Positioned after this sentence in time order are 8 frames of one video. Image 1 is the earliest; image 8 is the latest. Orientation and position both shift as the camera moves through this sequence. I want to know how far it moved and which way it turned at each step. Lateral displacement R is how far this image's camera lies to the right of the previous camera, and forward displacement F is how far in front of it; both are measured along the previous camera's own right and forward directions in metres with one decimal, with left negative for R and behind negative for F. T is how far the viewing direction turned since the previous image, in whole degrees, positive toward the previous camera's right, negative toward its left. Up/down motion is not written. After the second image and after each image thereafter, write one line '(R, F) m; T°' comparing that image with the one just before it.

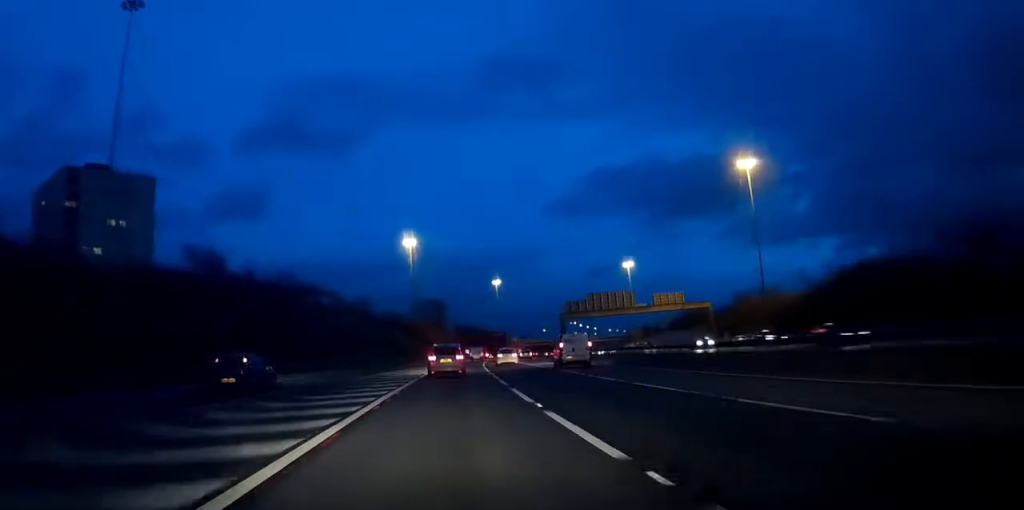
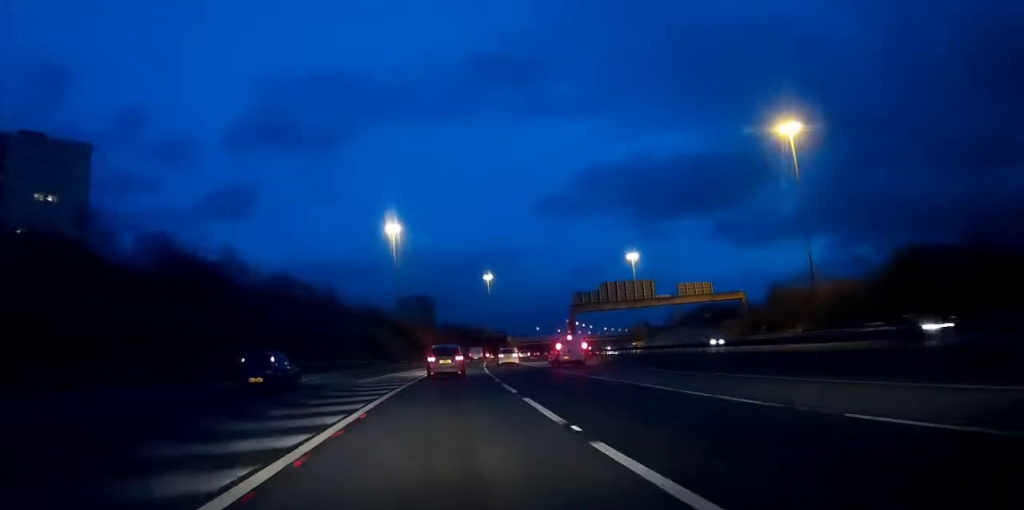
(+0.2, +23.1) m; +1°
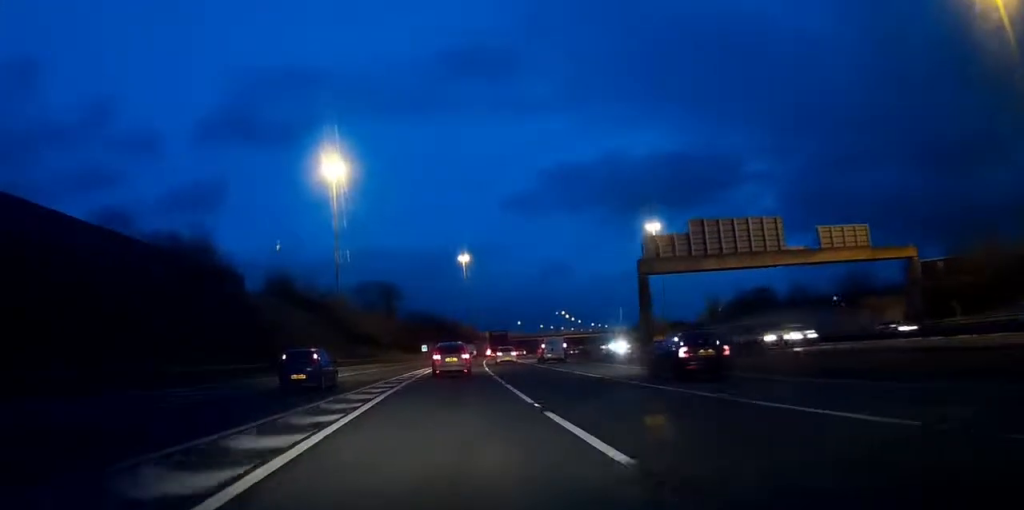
(+1.9, +58.0) m; +4°
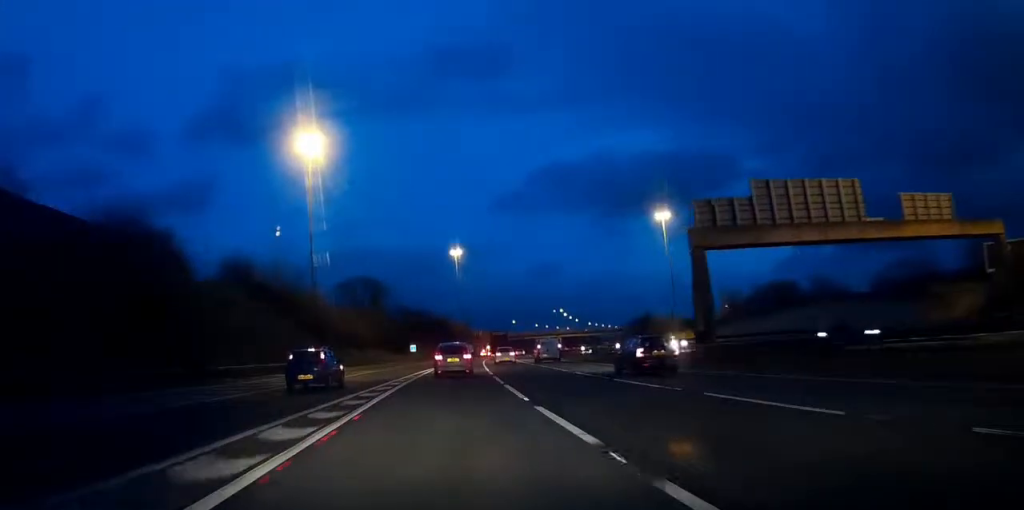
(+0.2, +16.5) m; +1°
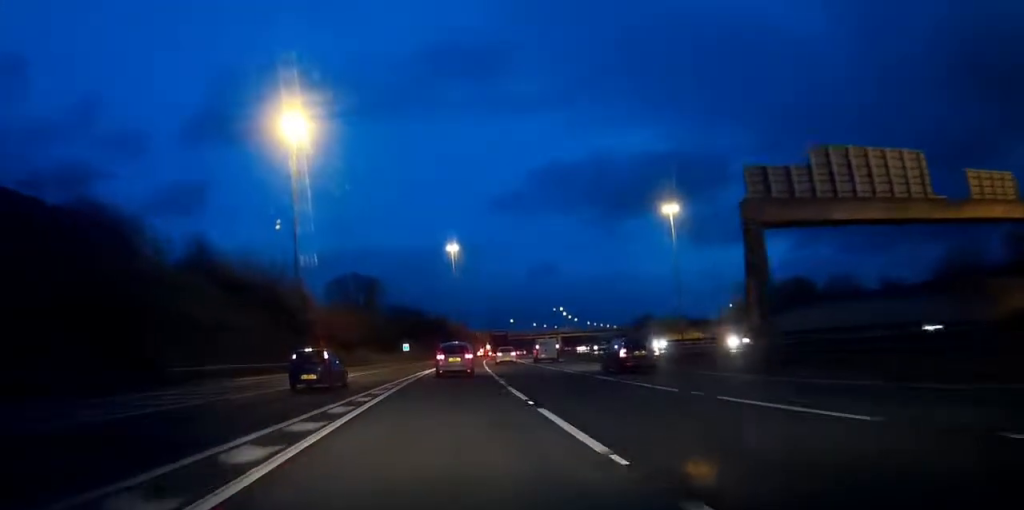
(0.0, +9.5) m; 0°
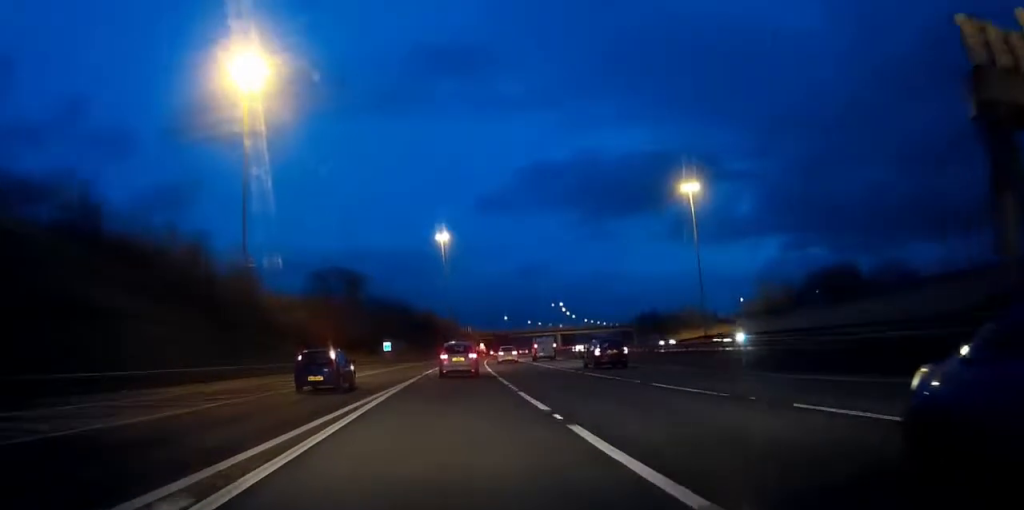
(0.0, +20.6) m; +1°
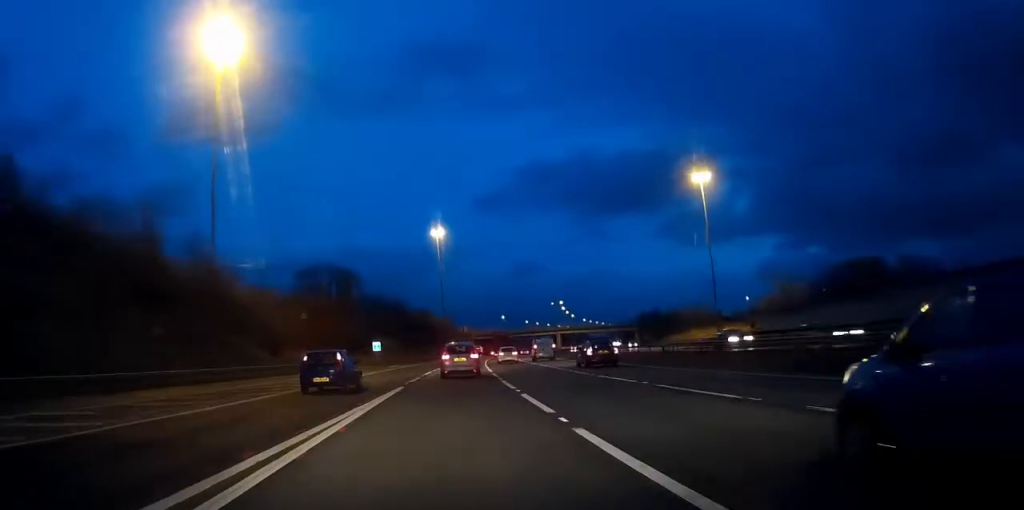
(0.0, +9.4) m; 0°
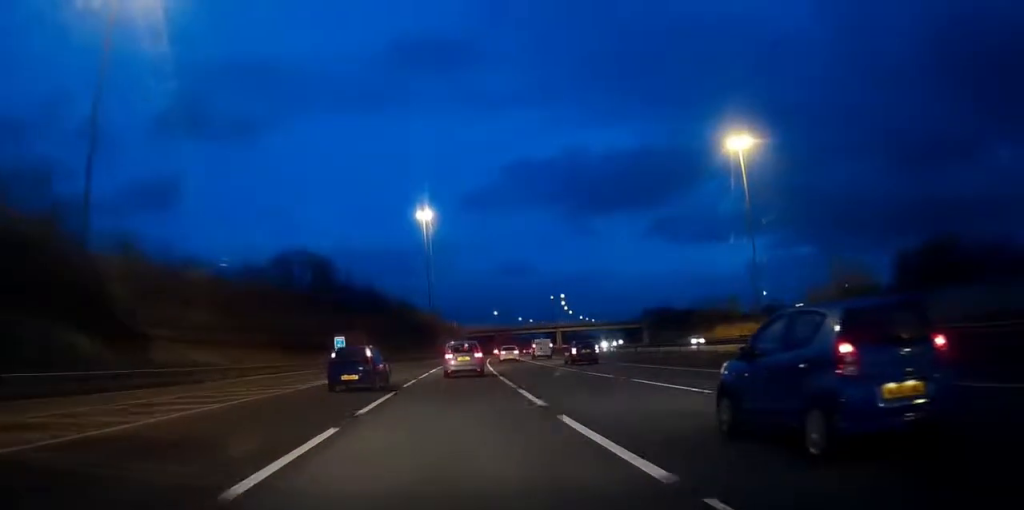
(+0.3, +24.5) m; +1°
